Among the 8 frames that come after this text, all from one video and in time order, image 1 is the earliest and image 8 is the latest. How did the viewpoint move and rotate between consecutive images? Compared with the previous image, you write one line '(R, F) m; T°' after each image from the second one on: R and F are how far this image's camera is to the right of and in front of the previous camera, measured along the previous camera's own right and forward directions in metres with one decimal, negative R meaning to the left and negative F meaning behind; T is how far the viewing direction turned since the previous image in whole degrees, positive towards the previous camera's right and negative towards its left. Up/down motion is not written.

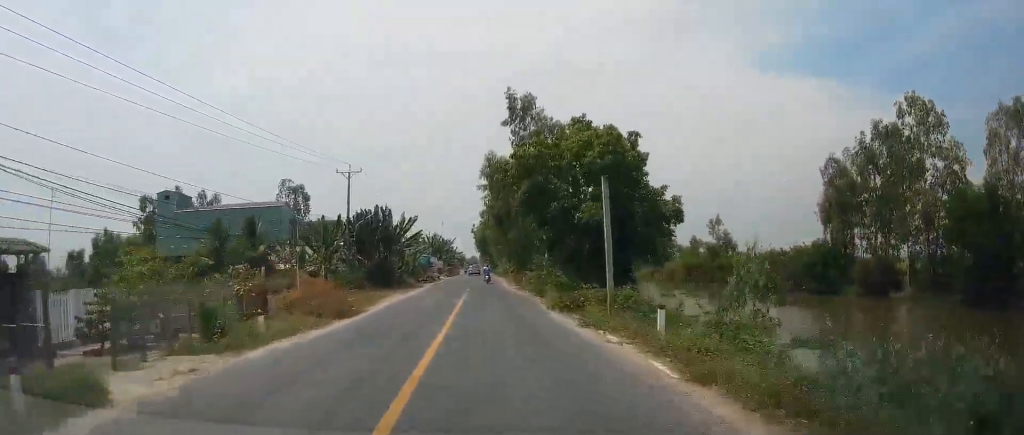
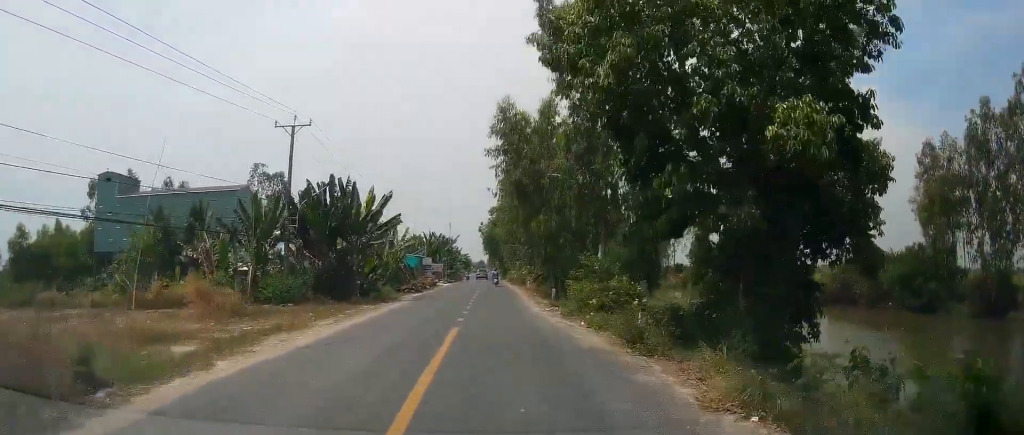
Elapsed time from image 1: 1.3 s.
(-0.2, +17.3) m; -1°
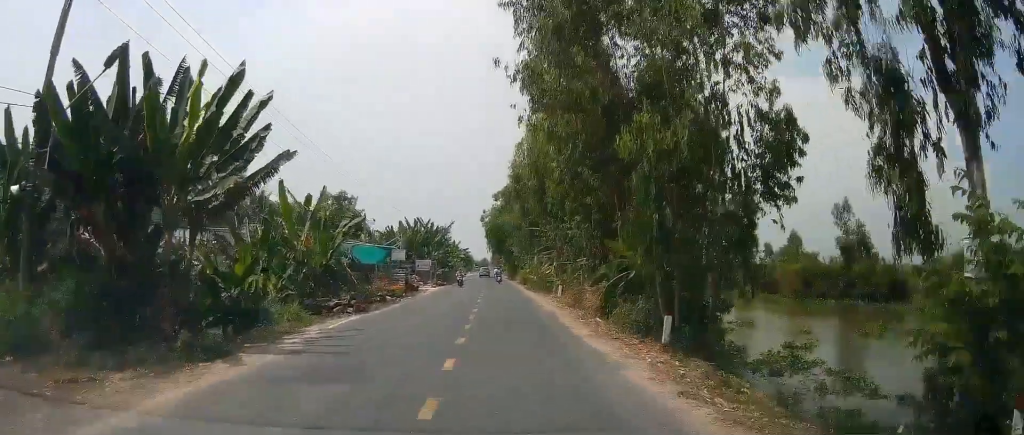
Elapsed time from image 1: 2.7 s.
(0.0, +20.9) m; +1°
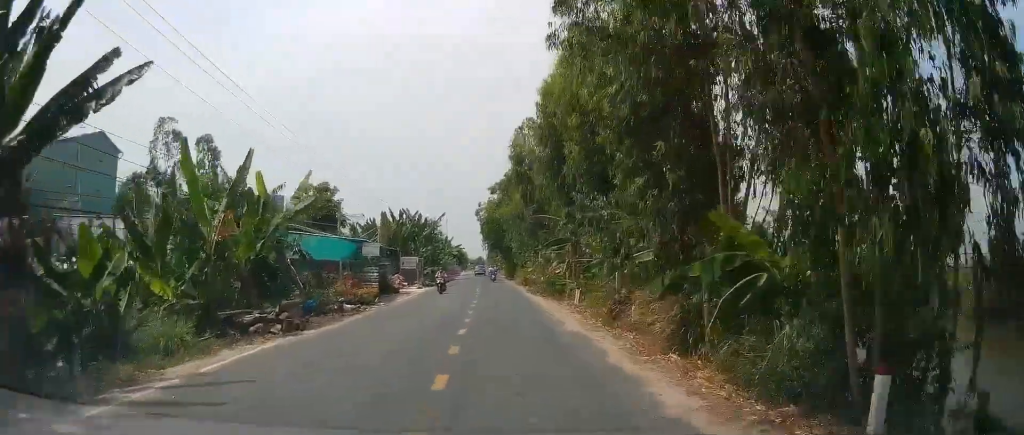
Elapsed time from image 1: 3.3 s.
(-0.1, +8.0) m; +1°
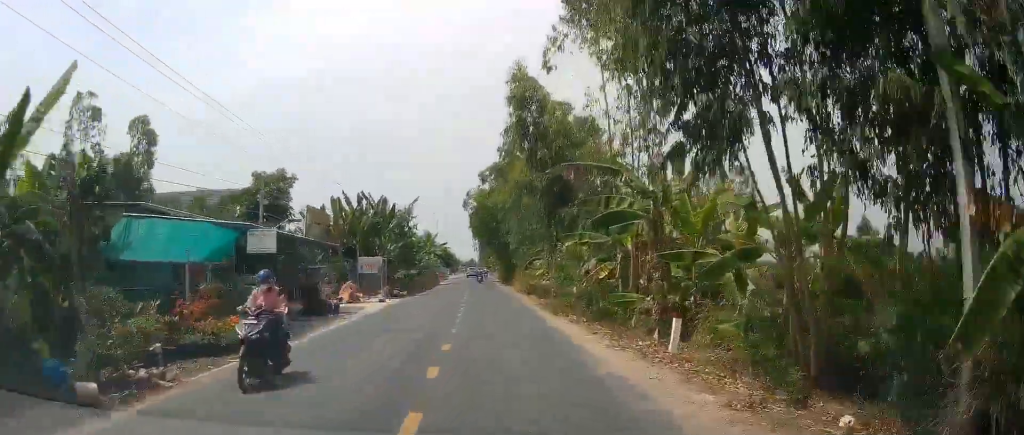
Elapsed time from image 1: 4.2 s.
(+0.4, +13.9) m; -1°
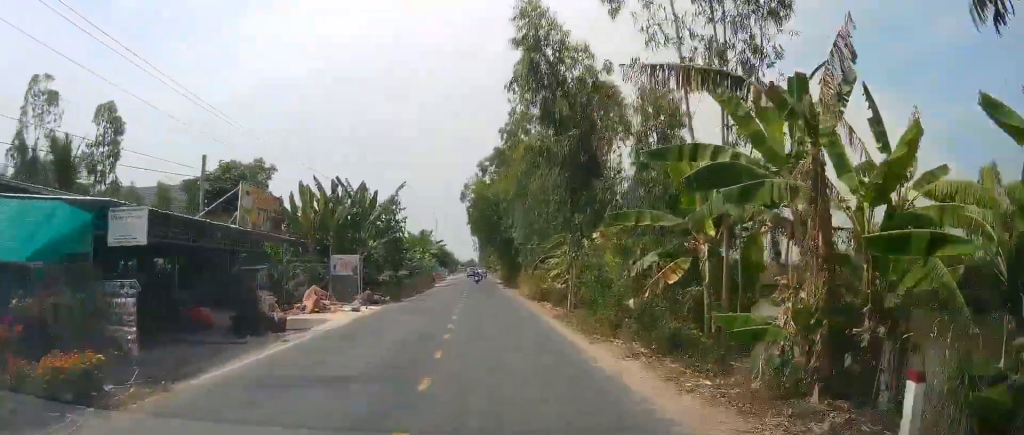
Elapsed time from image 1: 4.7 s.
(-0.4, +7.2) m; 0°
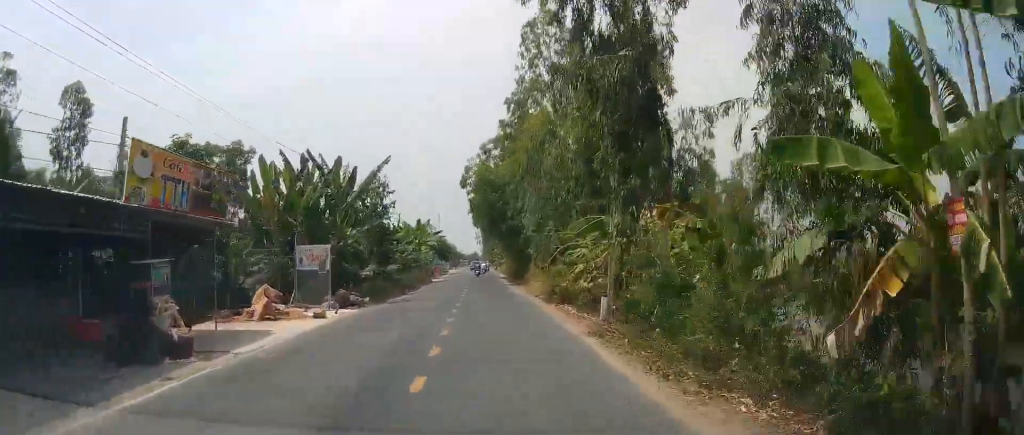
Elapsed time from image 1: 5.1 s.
(-0.3, +6.2) m; 0°
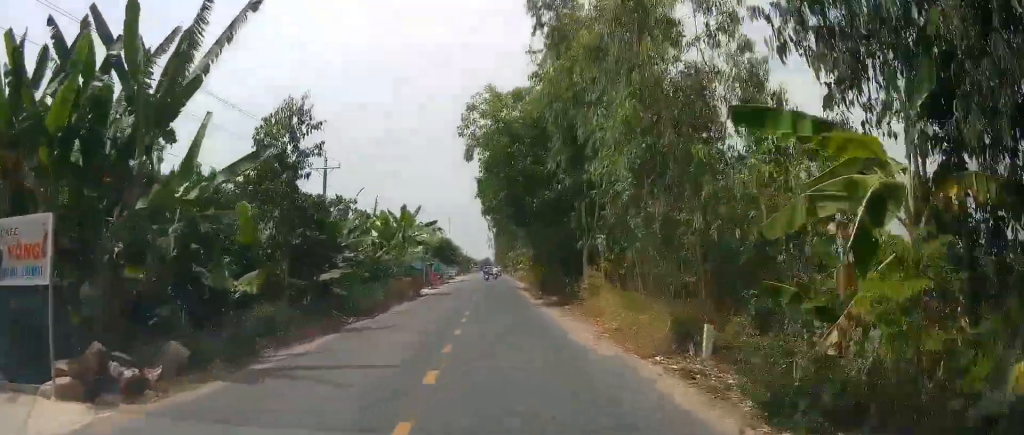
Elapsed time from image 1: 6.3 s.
(+0.7, +17.8) m; +1°
